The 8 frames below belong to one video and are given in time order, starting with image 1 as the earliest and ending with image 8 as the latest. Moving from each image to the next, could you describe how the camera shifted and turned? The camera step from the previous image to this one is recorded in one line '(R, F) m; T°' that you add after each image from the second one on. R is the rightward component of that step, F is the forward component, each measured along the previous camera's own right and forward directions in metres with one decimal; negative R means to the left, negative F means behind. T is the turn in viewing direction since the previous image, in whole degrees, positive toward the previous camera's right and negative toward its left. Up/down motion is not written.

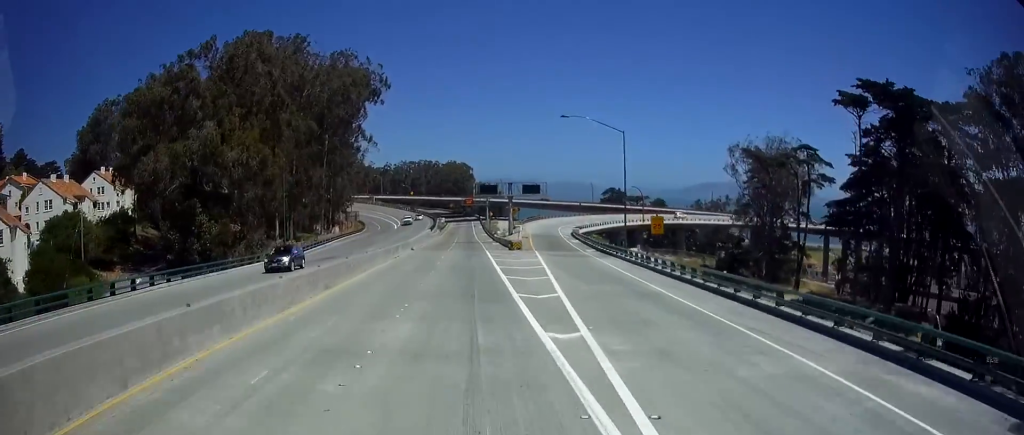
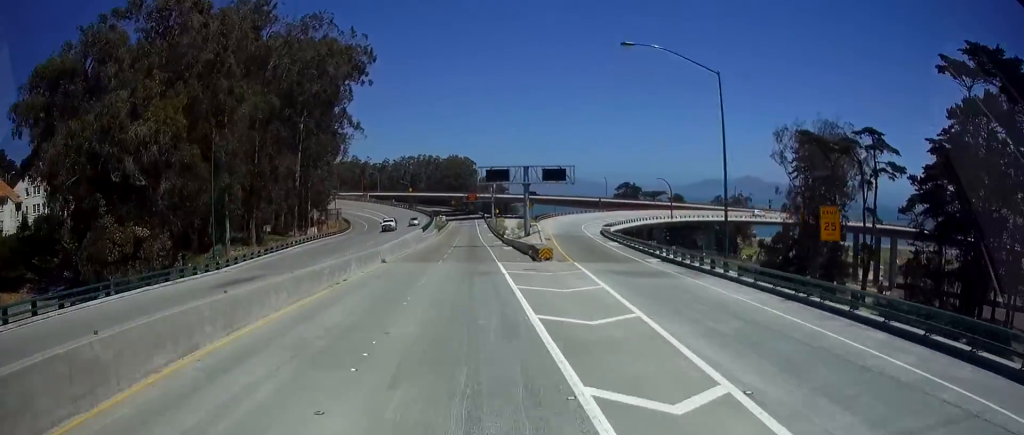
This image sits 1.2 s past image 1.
(-0.1, +21.7) m; 0°
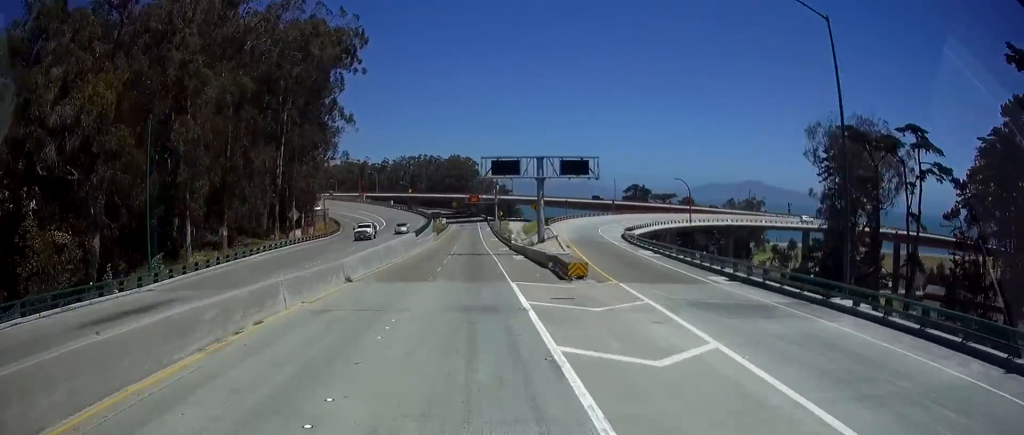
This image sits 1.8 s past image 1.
(0.0, +11.8) m; 0°
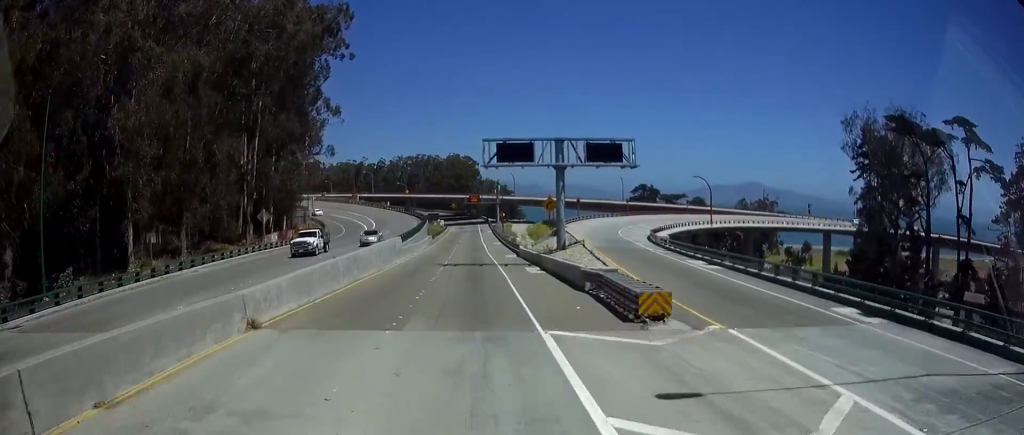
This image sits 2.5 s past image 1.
(0.0, +12.4) m; 0°
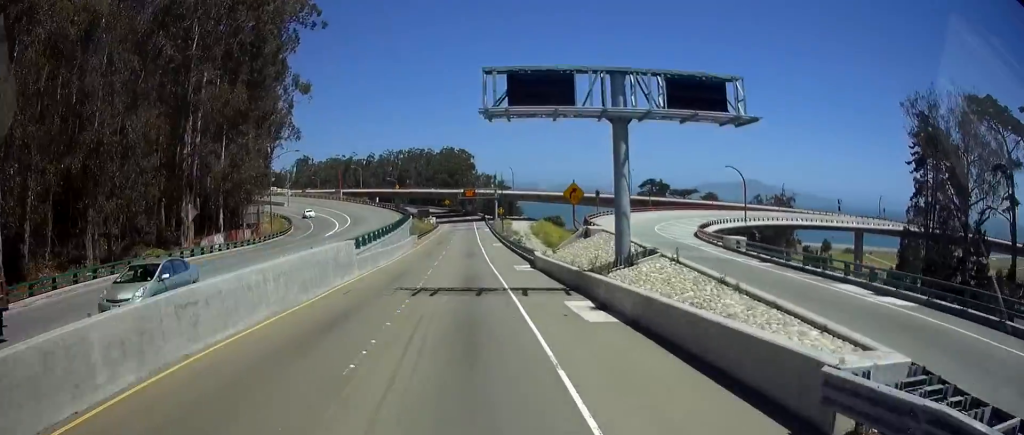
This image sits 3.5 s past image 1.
(+0.1, +18.6) m; 0°
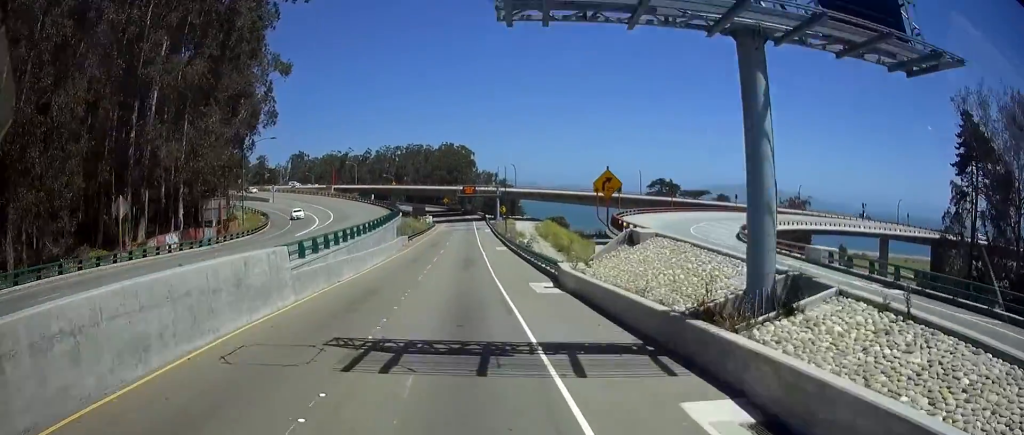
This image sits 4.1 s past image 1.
(0.0, +11.8) m; 0°
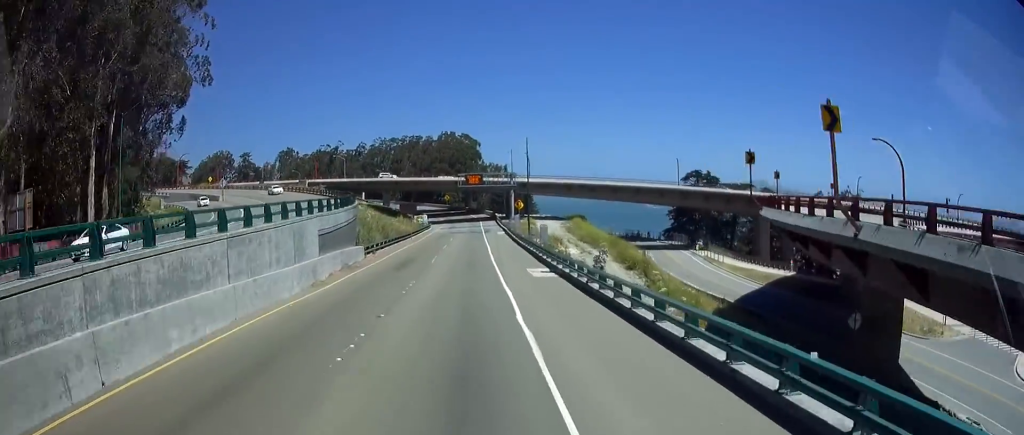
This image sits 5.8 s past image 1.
(-0.1, +32.3) m; 0°
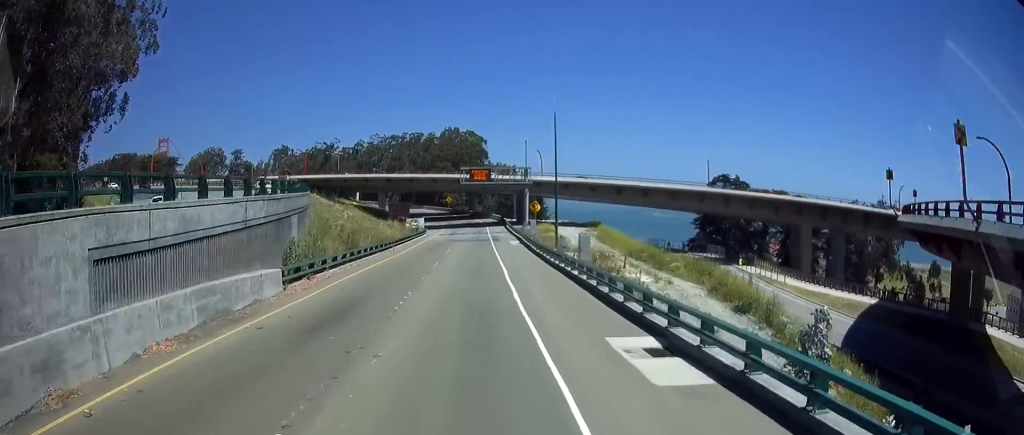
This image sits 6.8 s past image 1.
(0.0, +18.6) m; 0°
